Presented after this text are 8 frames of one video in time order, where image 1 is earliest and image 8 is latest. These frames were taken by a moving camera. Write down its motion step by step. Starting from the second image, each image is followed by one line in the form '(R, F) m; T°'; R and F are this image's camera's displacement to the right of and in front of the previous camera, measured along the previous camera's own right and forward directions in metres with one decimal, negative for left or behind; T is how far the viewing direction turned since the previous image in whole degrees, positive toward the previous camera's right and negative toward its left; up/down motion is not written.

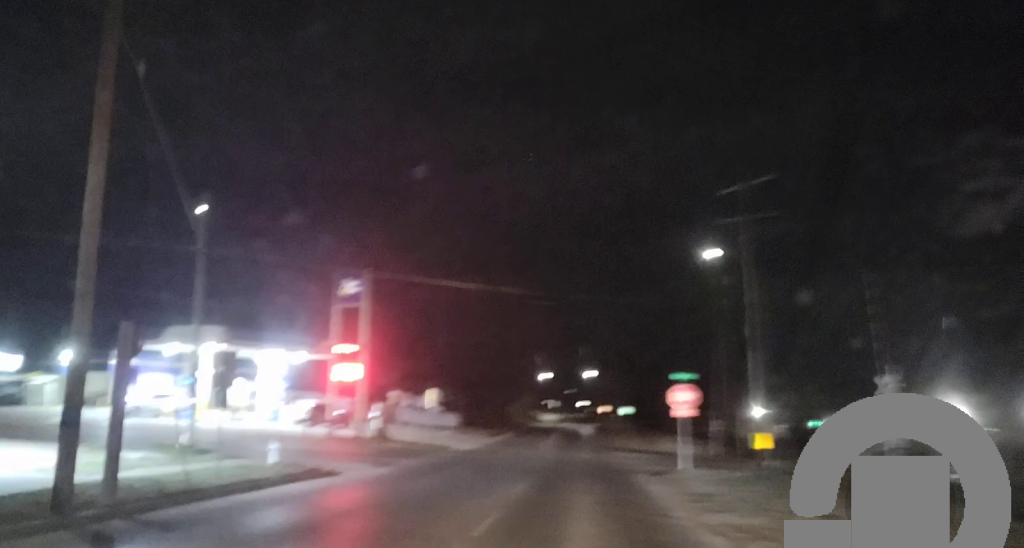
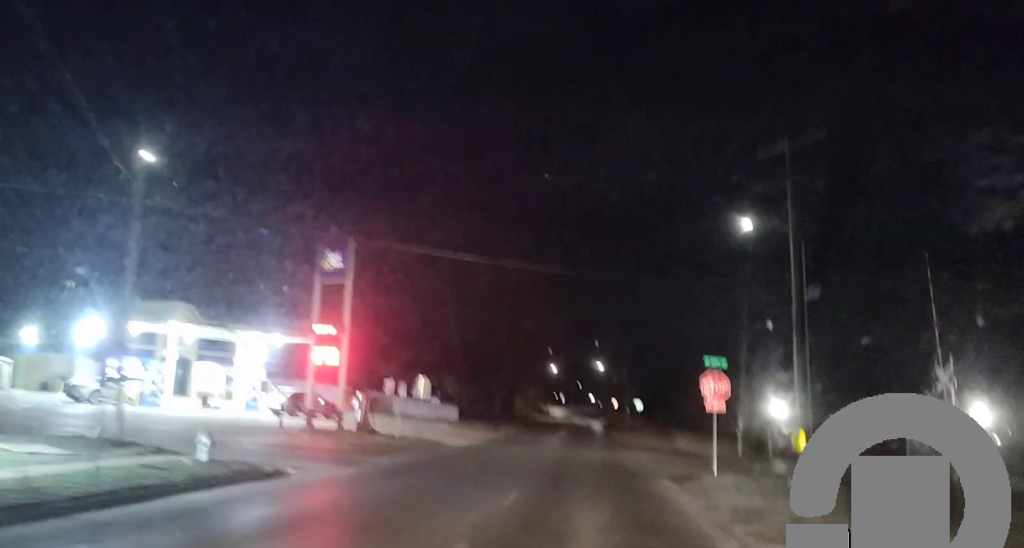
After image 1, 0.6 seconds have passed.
(-0.1, +5.1) m; 0°
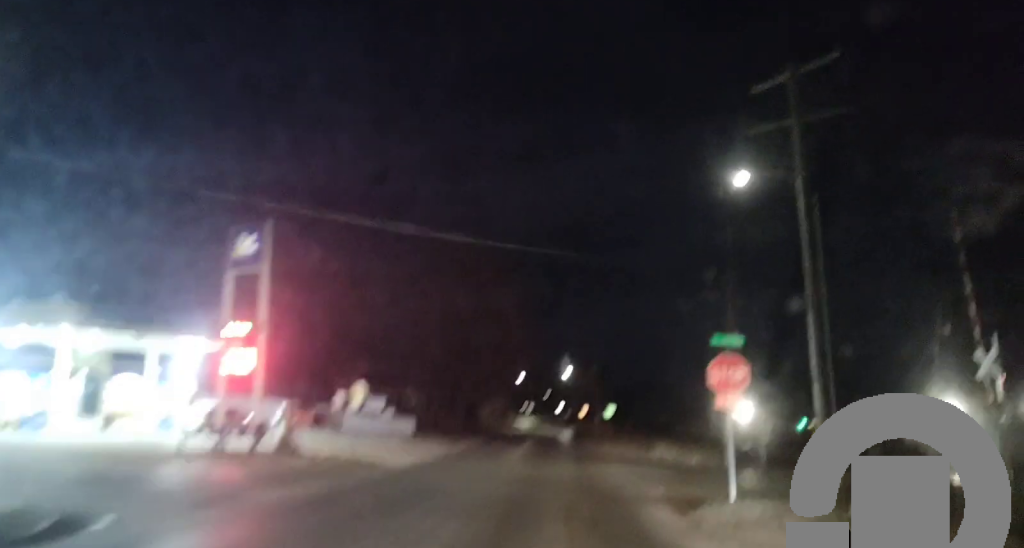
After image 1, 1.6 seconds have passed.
(+0.2, +7.3) m; +2°
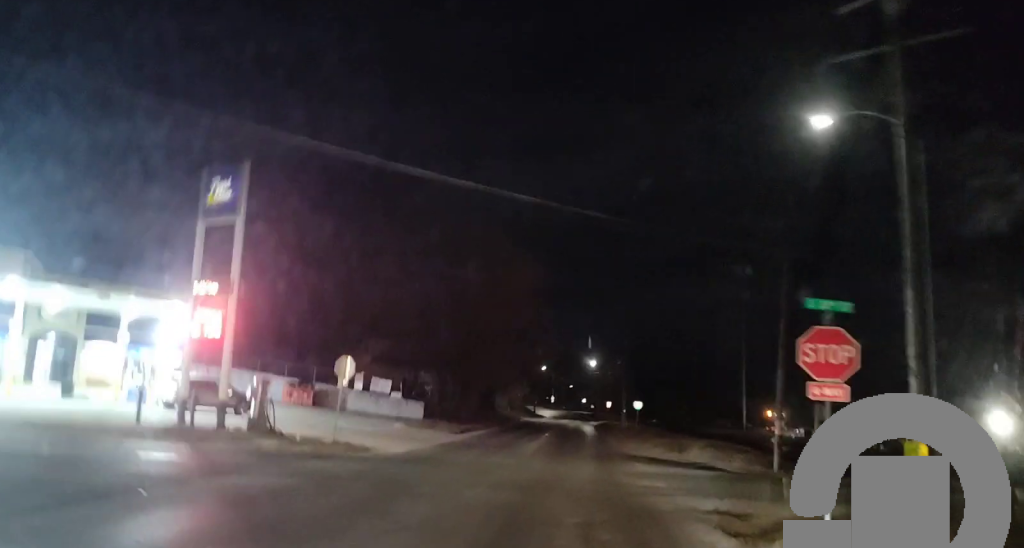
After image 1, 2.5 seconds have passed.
(0.0, +5.0) m; -1°
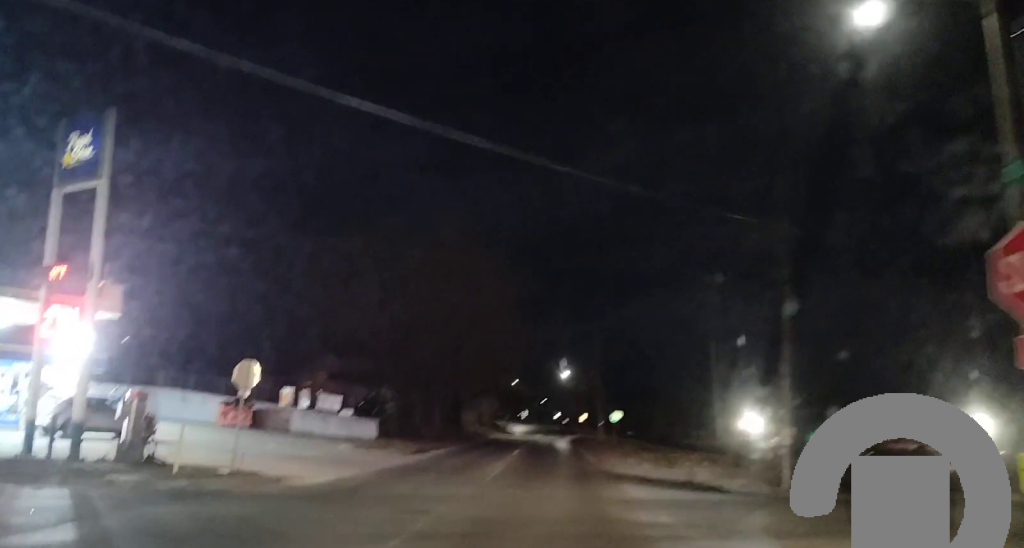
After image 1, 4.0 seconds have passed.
(-0.1, +5.9) m; 0°
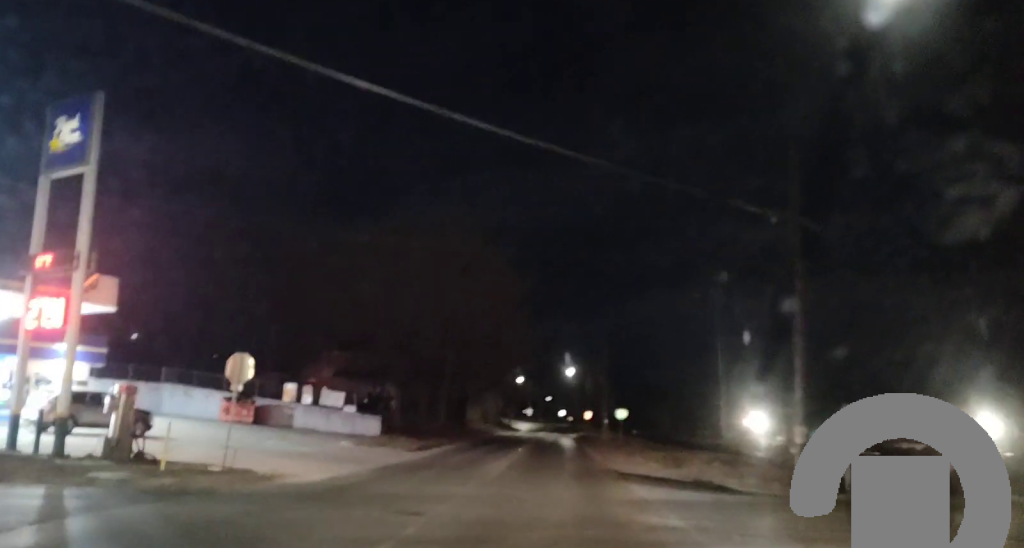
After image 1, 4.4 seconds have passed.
(0.0, +1.1) m; 0°
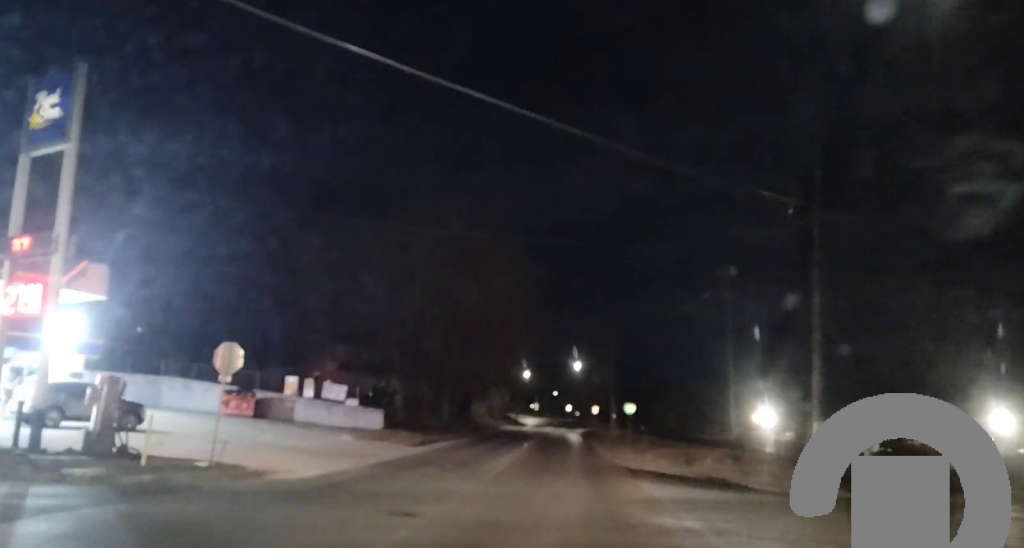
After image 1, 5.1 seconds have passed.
(0.0, +1.3) m; +1°
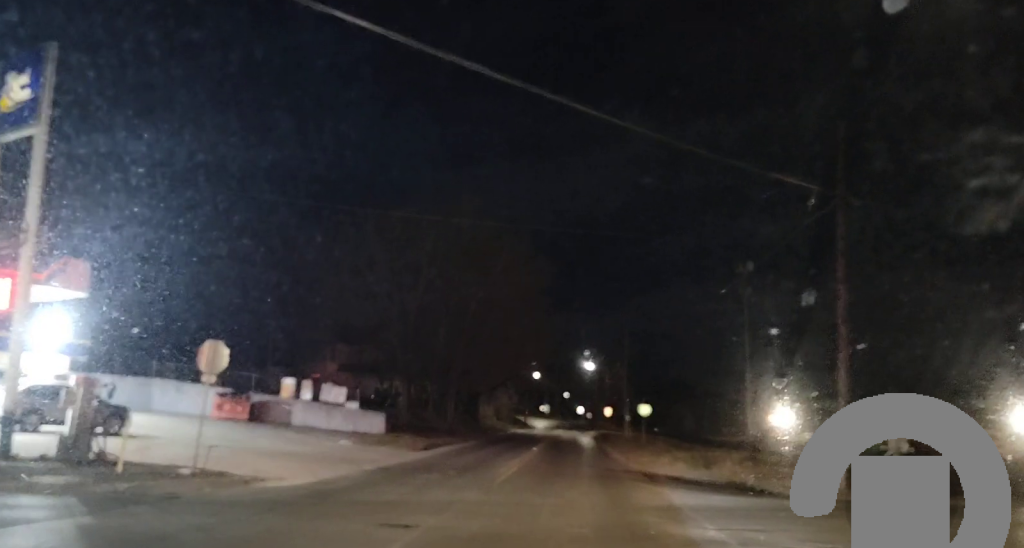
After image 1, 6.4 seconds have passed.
(0.0, +1.7) m; 0°
